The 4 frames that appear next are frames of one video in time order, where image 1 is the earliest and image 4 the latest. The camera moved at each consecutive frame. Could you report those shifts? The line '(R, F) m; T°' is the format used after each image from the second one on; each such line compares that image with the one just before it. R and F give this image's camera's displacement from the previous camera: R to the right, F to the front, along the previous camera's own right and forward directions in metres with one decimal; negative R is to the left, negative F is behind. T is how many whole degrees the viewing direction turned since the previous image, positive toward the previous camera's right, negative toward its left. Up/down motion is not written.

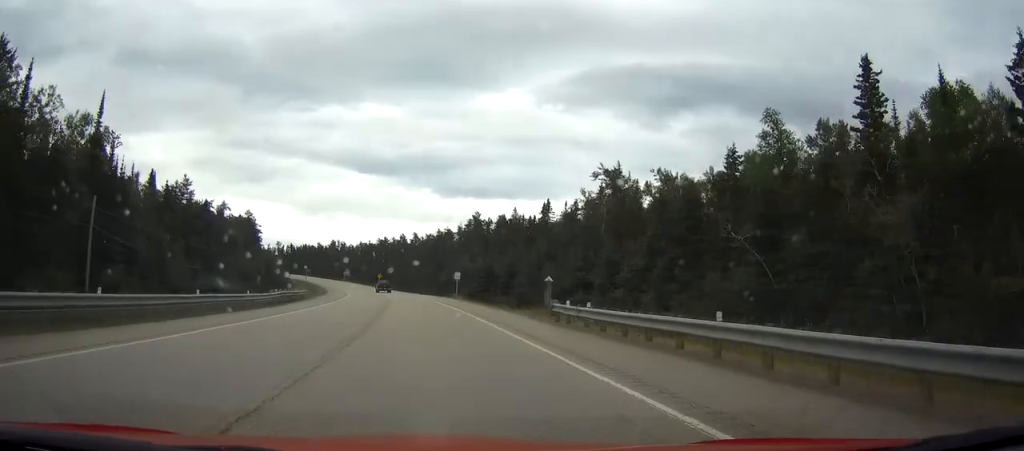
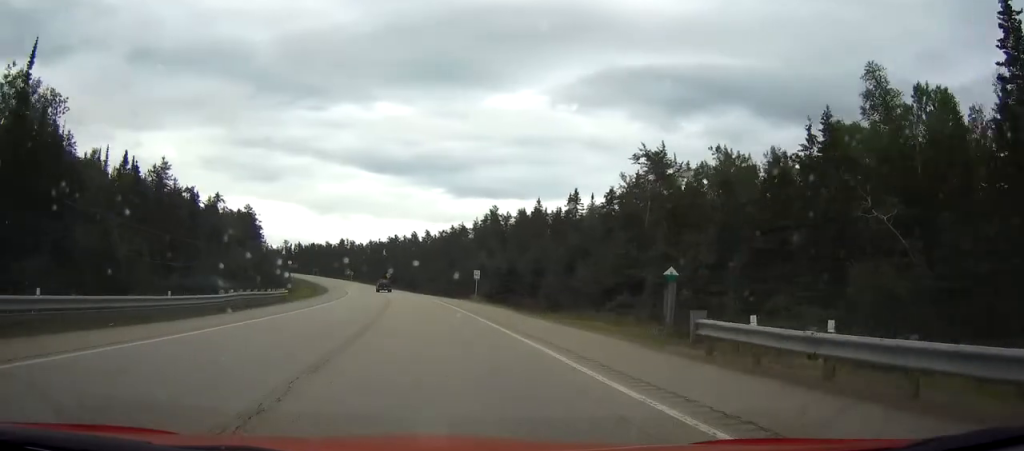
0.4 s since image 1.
(-0.1, +13.0) m; -1°
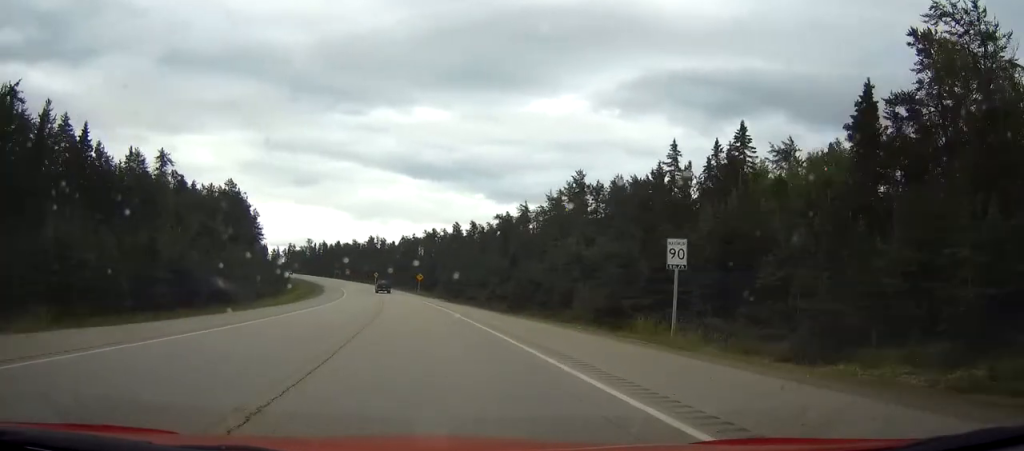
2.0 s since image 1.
(-1.4, +47.5) m; -4°
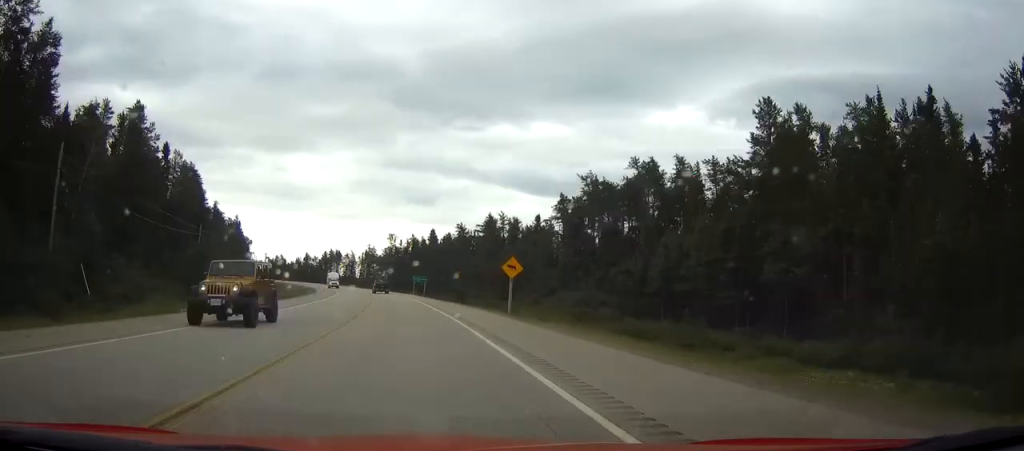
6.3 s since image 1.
(-11.2, +126.4) m; -11°
